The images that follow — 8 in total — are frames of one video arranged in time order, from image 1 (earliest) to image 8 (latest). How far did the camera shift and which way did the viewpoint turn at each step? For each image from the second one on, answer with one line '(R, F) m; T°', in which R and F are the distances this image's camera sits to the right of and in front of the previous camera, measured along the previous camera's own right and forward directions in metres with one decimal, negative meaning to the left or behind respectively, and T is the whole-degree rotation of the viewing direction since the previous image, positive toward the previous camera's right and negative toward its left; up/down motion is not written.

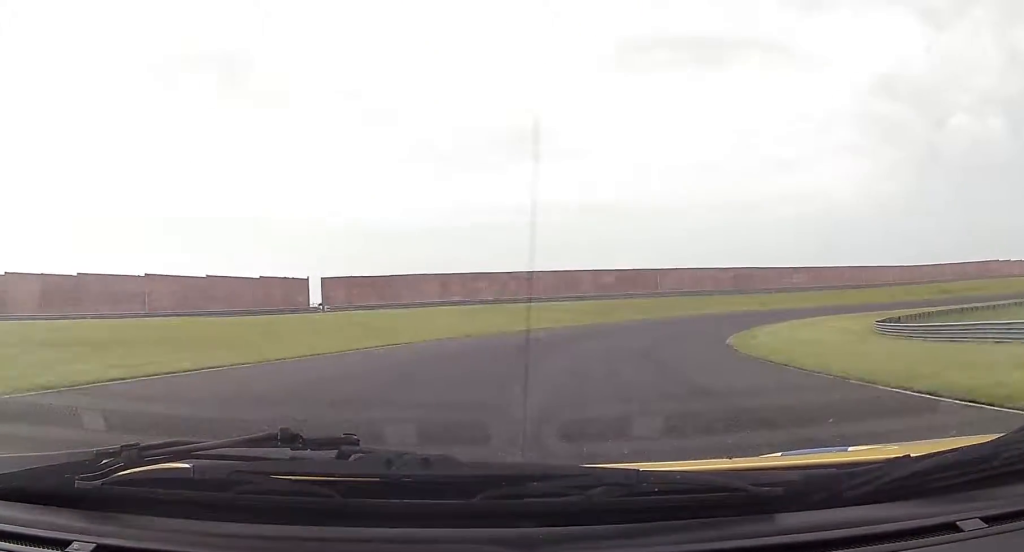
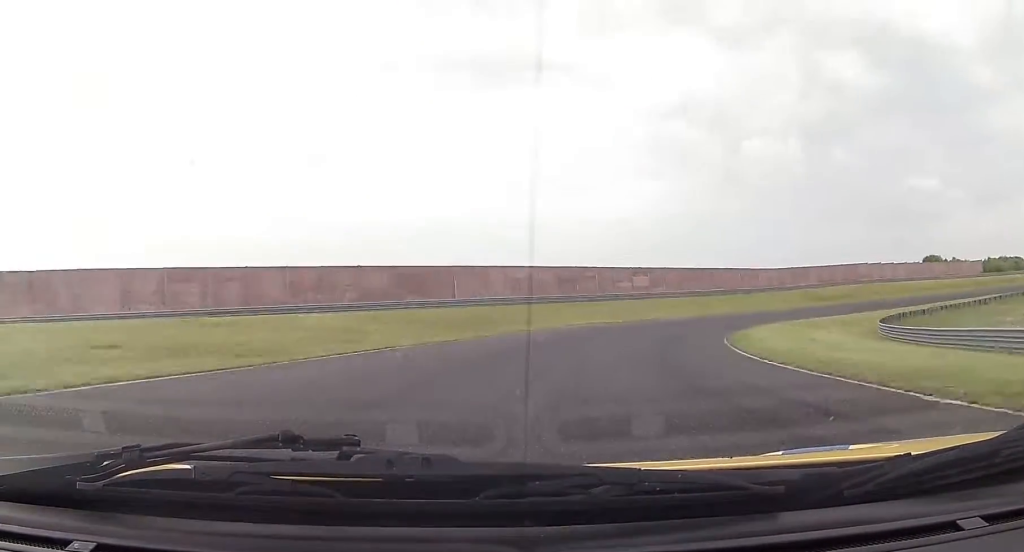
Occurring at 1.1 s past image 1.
(+5.5, +31.7) m; +19°
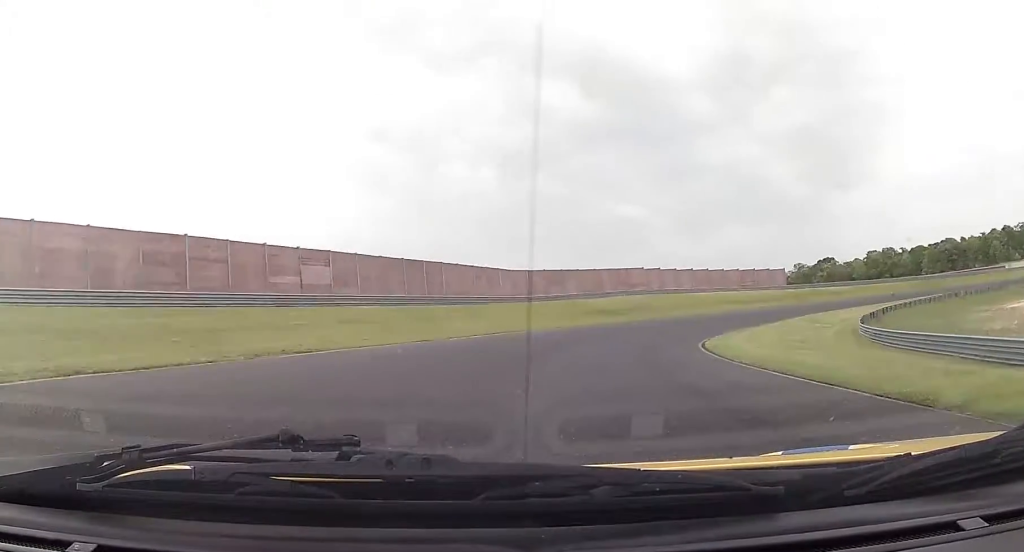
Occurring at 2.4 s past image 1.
(+9.4, +40.8) m; +26°
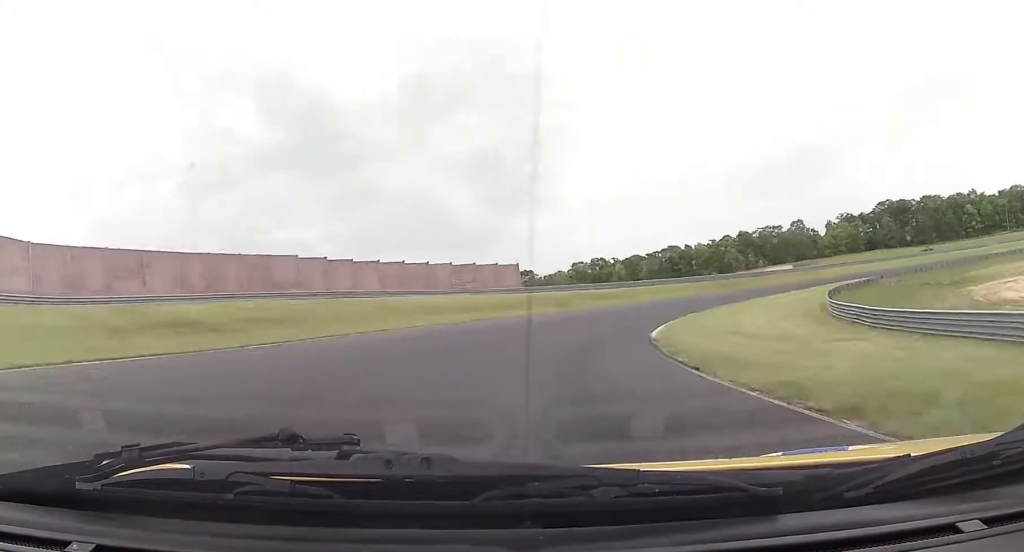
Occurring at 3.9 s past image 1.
(+9.0, +43.8) m; +26°
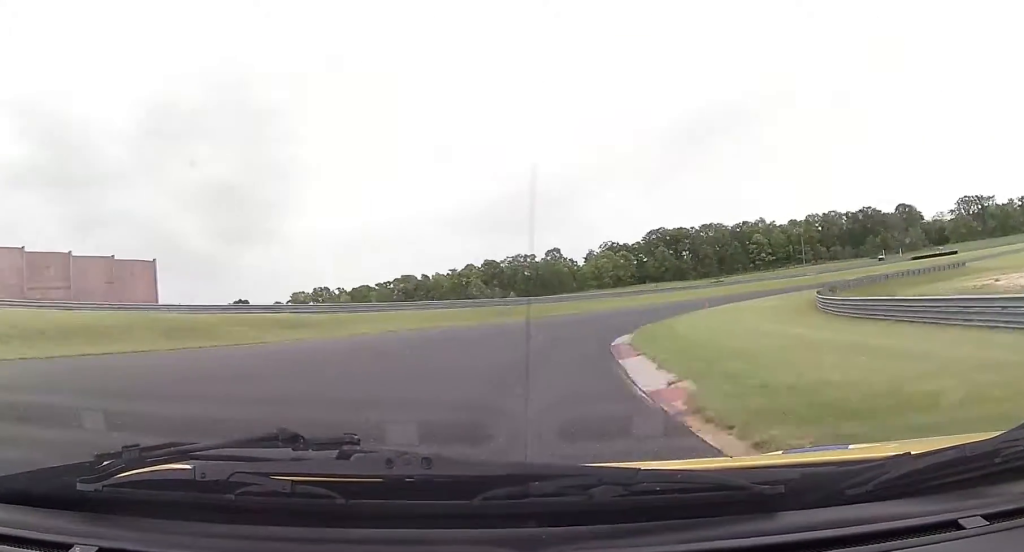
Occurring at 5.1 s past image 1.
(+8.1, +37.8) m; +22°
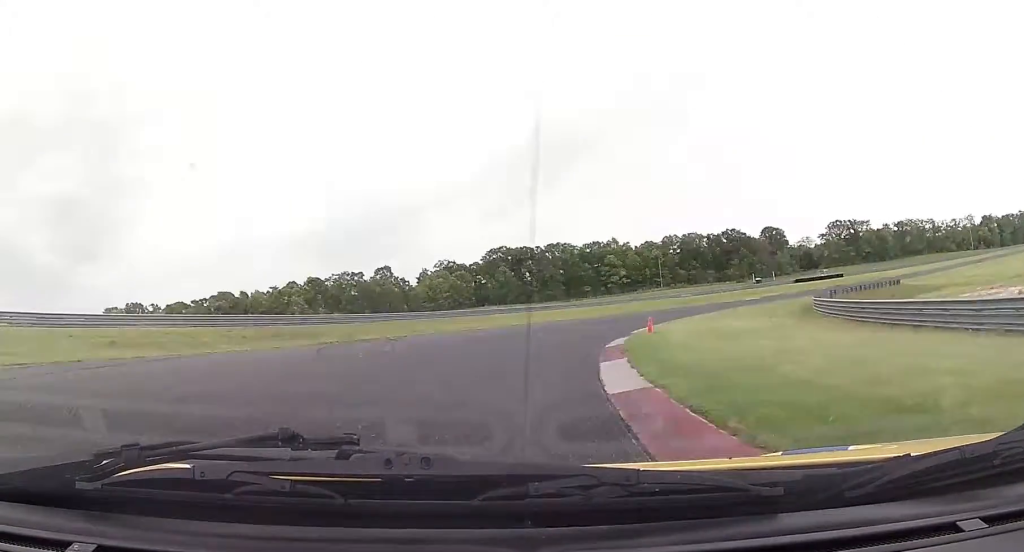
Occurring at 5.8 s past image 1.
(+2.5, +24.2) m; +13°
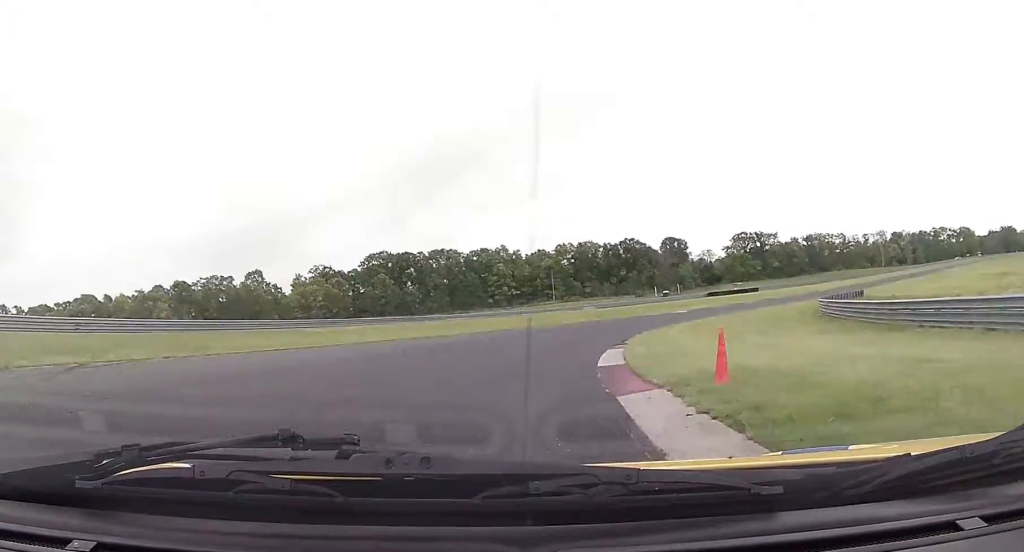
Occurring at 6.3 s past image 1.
(+2.4, +17.9) m; +9°
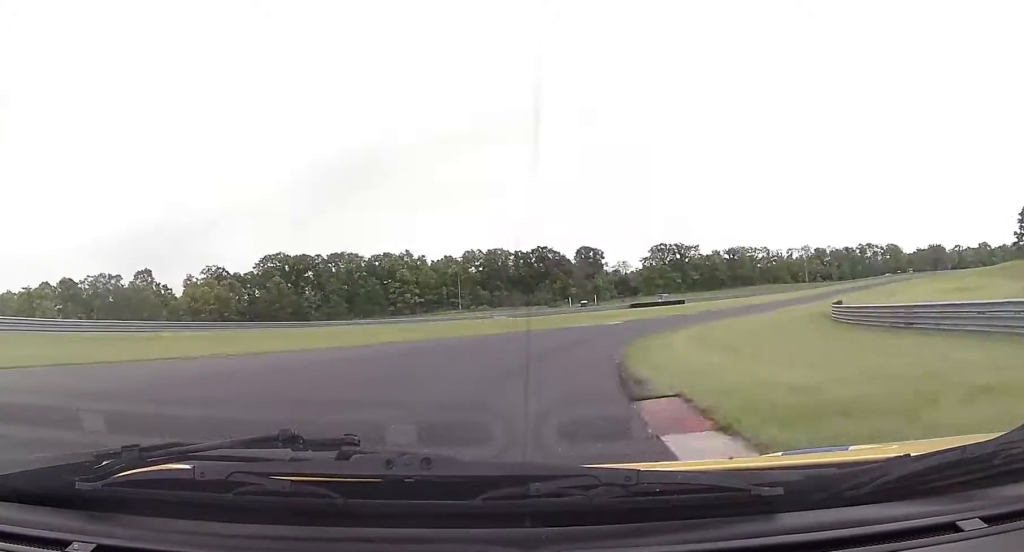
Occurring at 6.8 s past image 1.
(+0.2, +14.8) m; +8°
